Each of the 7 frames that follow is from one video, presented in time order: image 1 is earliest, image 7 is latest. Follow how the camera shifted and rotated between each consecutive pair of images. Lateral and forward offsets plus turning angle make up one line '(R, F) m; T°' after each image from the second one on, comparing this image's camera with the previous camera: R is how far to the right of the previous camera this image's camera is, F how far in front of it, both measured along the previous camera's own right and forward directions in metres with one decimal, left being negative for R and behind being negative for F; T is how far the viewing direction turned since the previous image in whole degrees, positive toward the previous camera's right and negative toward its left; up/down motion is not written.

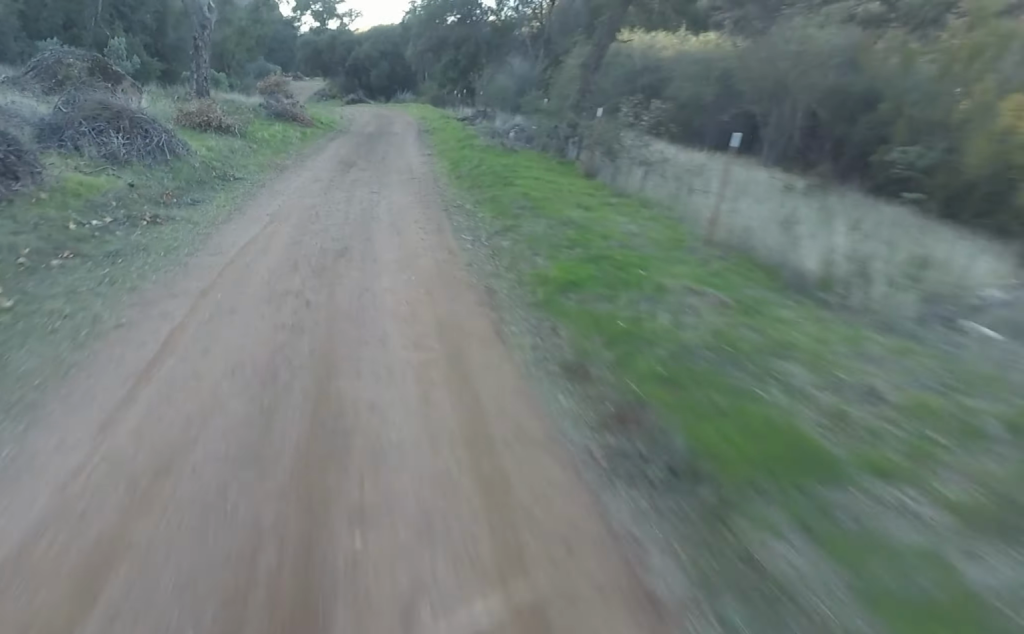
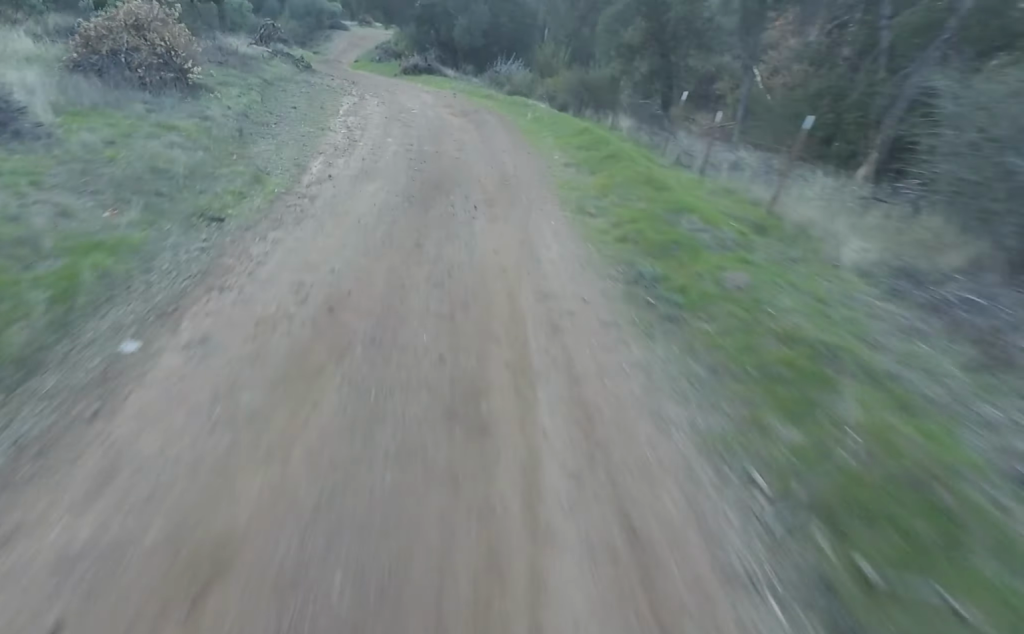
(-2.2, +12.6) m; -9°
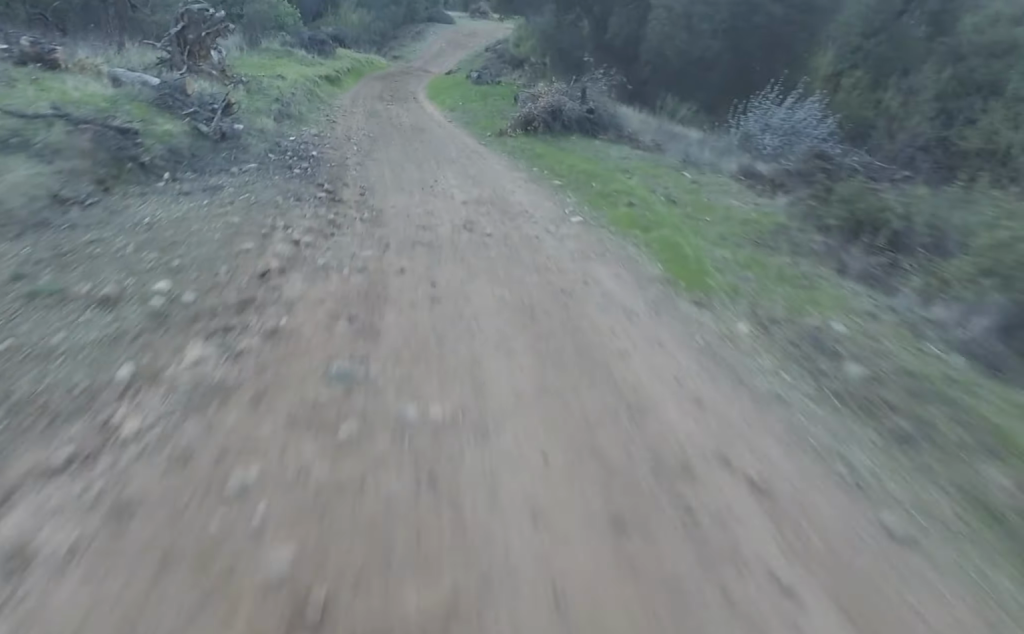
(+1.2, +11.0) m; +12°
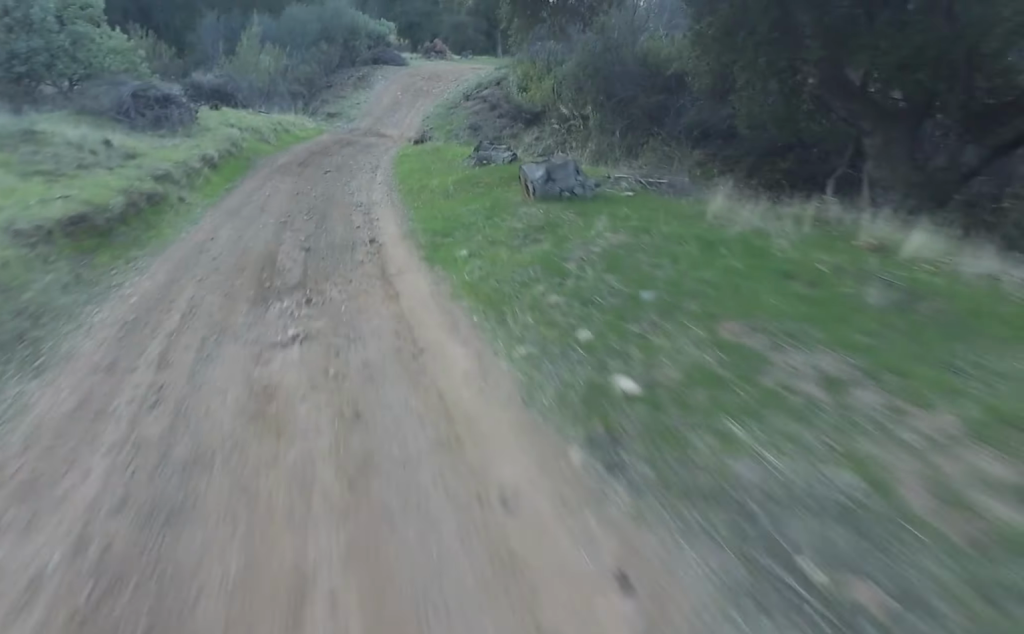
(+0.8, +8.5) m; -11°
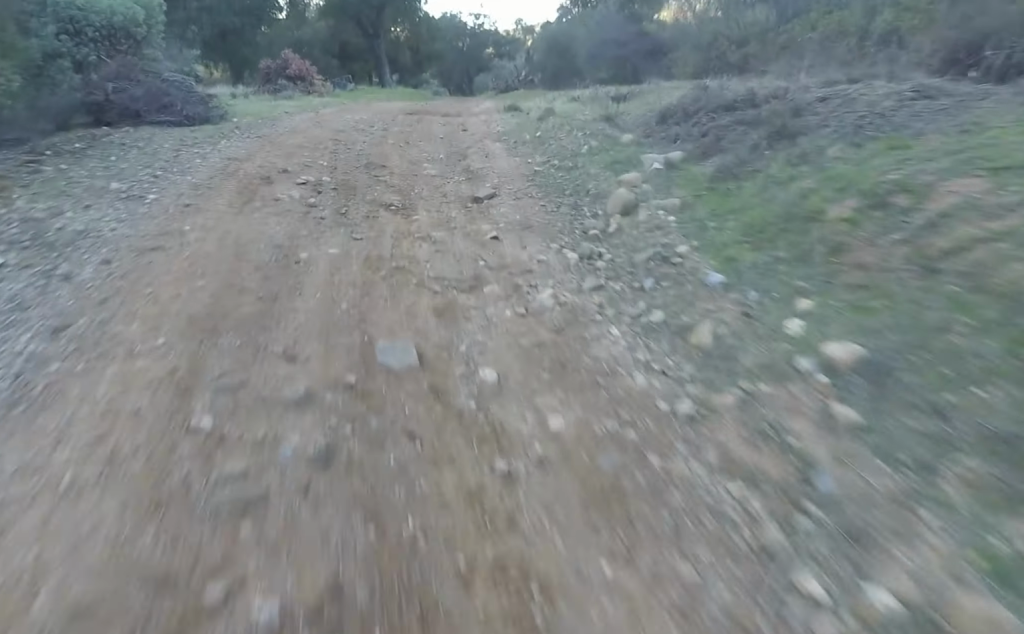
(-5.9, +23.2) m; -16°
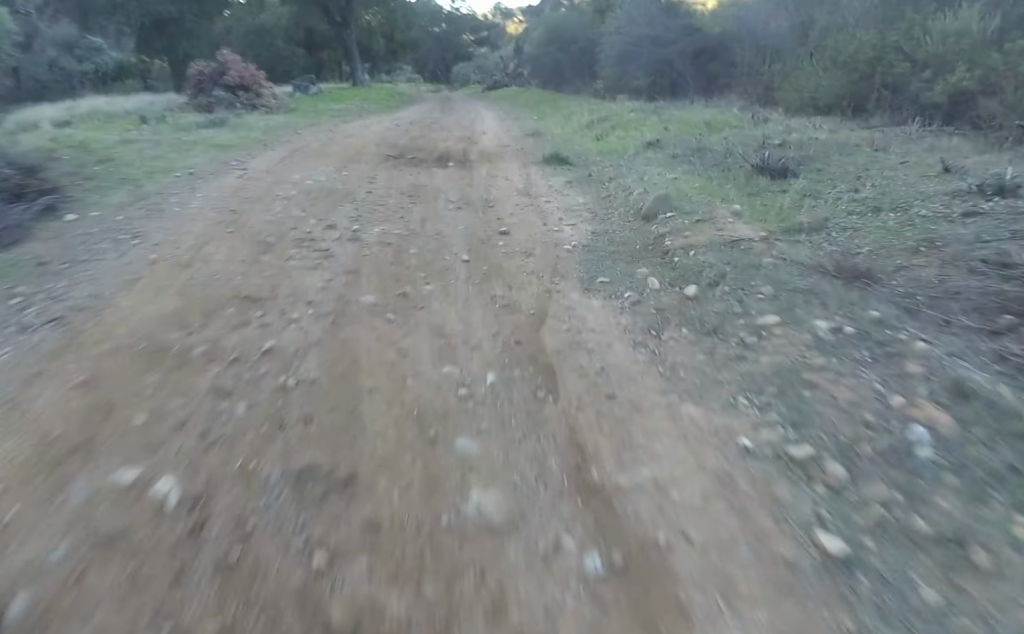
(-0.3, +5.5) m; -1°
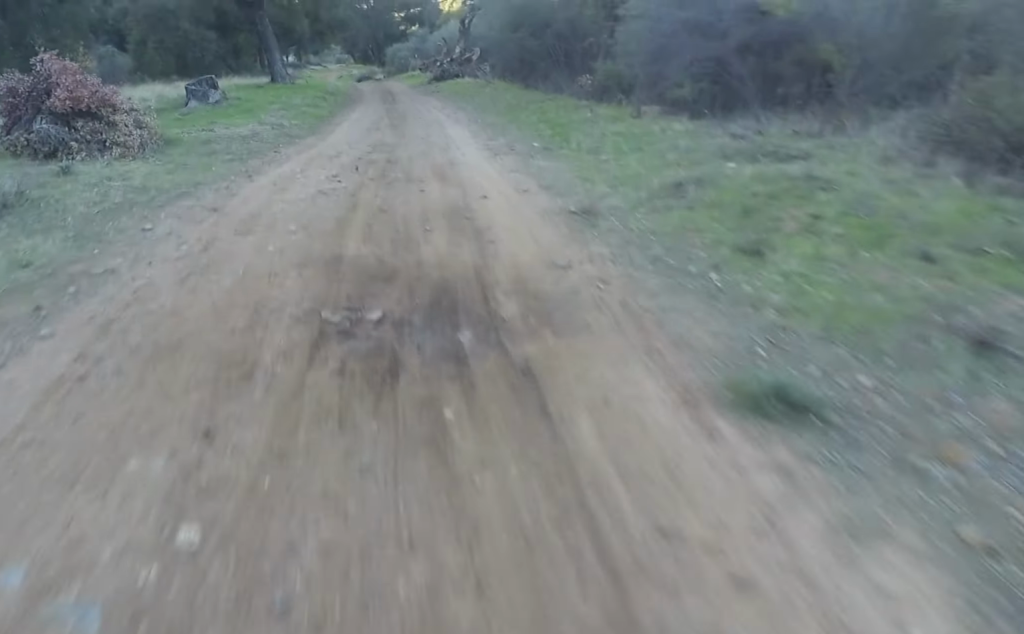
(+0.1, +6.4) m; +2°
